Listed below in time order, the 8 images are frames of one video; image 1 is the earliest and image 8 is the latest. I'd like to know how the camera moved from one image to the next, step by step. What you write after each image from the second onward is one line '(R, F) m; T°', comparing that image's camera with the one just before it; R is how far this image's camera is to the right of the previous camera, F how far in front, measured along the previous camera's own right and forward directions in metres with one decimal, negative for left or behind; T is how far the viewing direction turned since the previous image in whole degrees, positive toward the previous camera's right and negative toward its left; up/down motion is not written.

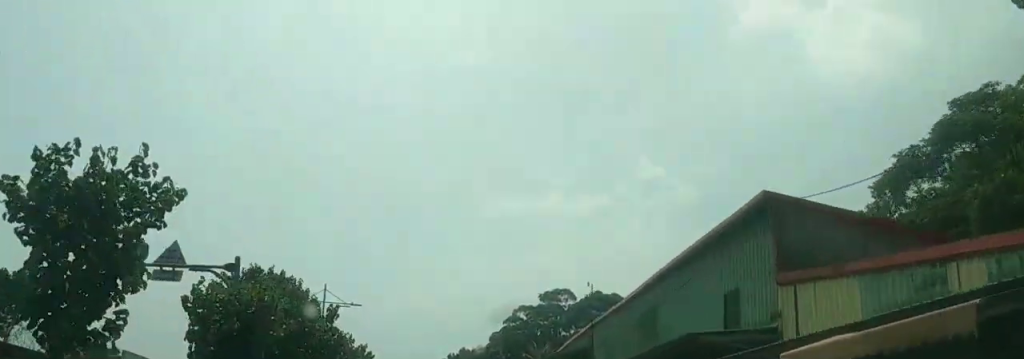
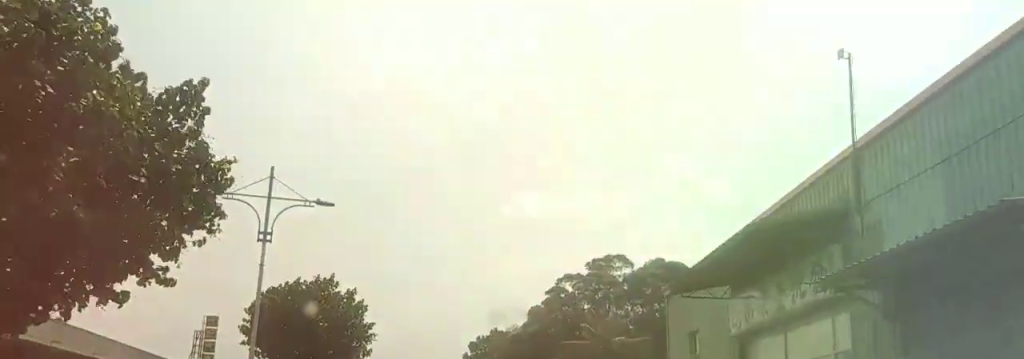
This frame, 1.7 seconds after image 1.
(-1.0, +20.3) m; -1°
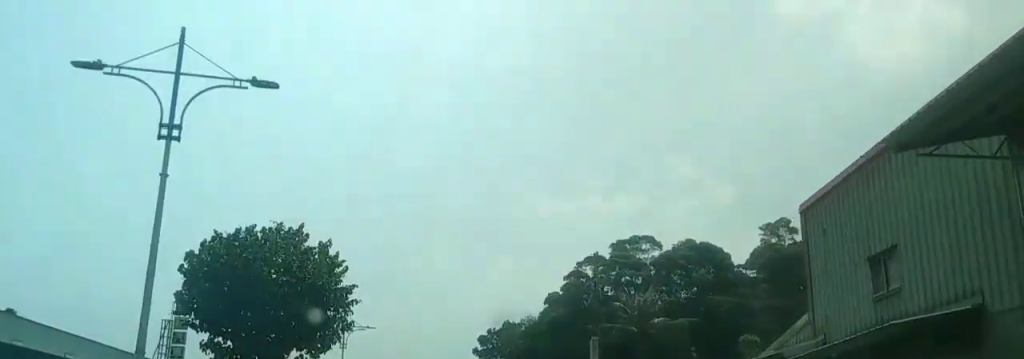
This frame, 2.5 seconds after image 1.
(+0.2, +9.6) m; 0°
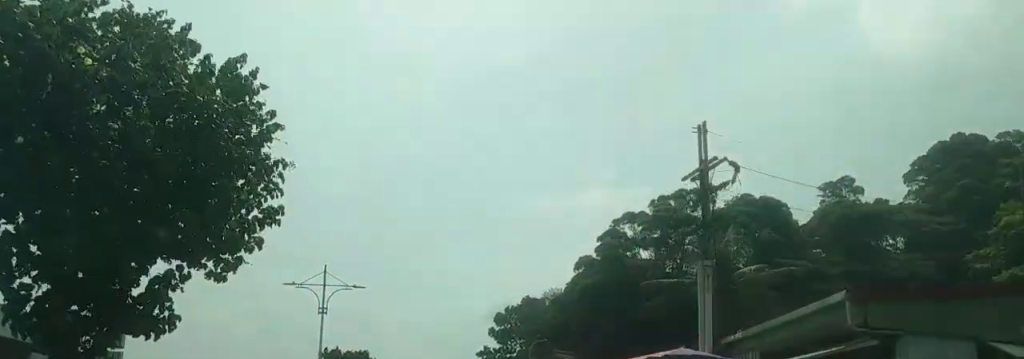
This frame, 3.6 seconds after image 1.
(-0.1, +12.8) m; +1°
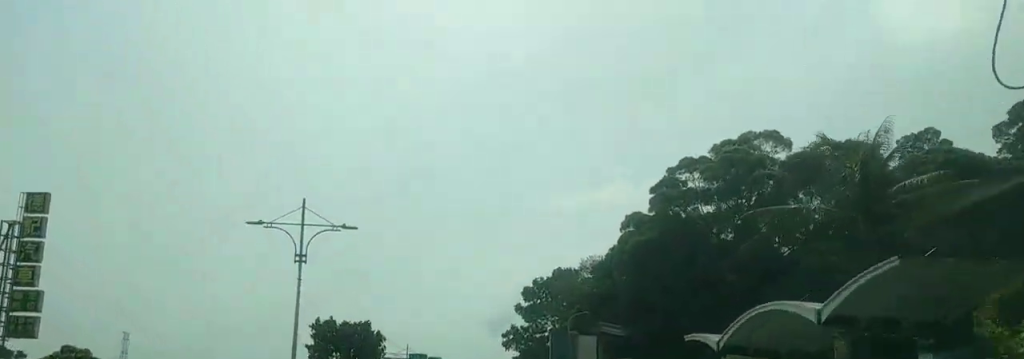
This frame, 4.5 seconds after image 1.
(+0.3, +11.3) m; +2°
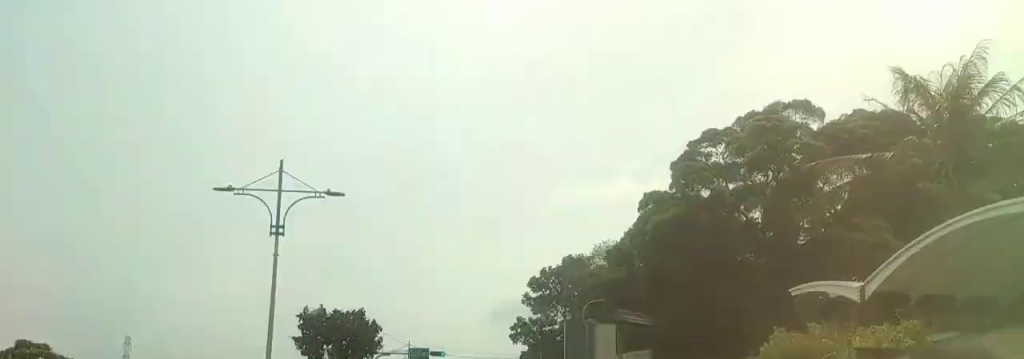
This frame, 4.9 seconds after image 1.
(+0.2, +4.7) m; +1°
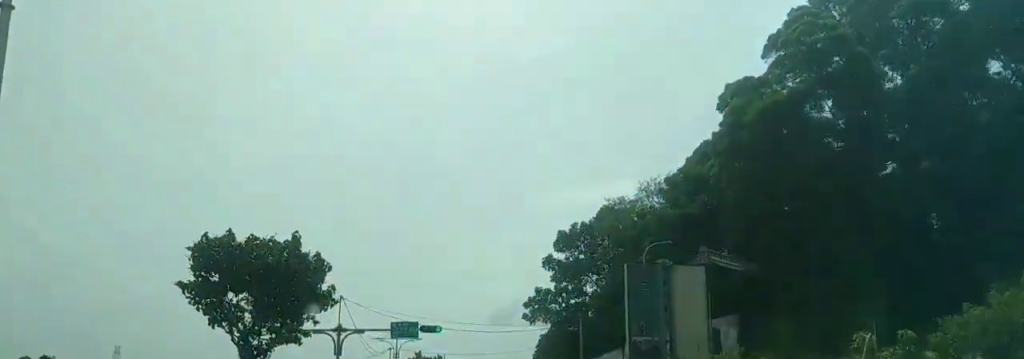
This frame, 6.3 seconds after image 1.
(-0.3, +15.6) m; 0°
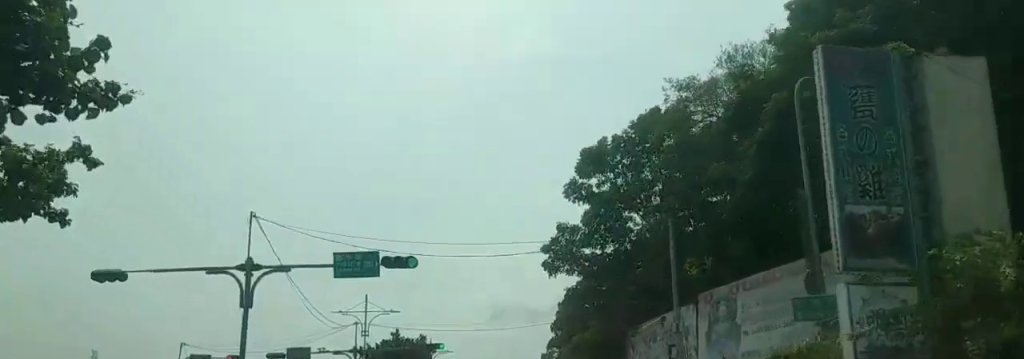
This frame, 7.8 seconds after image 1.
(+0.2, +15.4) m; +2°
